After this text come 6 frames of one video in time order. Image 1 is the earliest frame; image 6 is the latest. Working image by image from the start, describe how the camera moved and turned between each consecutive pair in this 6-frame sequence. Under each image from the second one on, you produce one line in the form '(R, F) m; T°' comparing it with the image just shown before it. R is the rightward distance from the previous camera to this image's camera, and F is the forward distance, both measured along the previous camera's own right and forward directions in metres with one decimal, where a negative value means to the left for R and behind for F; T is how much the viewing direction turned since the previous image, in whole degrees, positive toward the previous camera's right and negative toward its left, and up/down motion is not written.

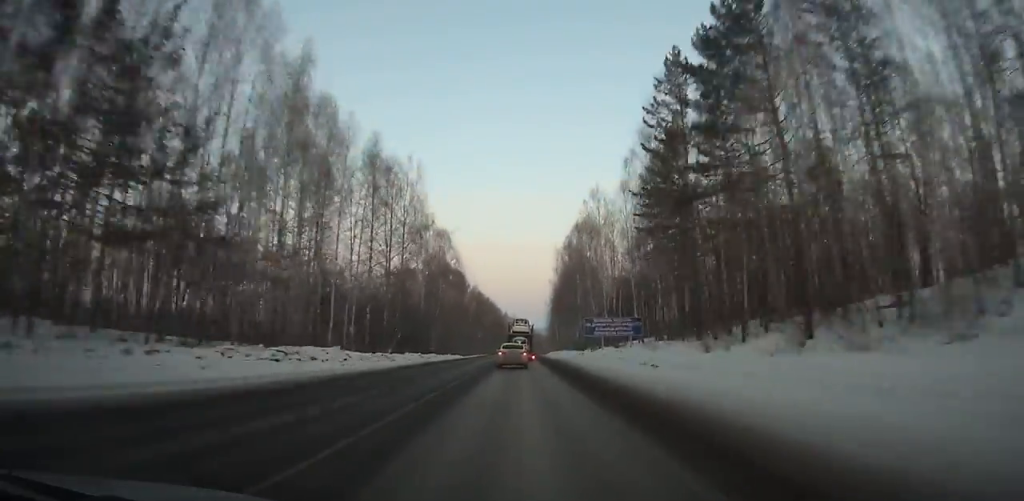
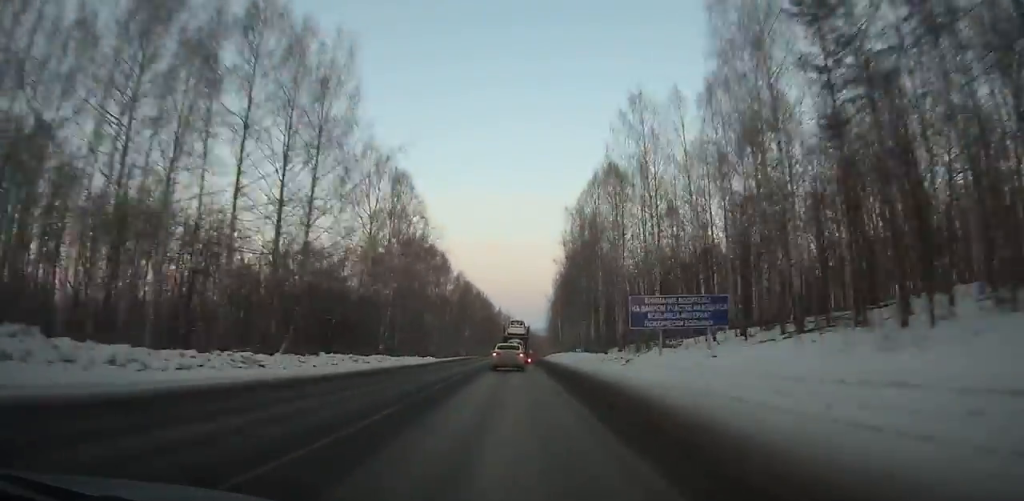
(+0.1, +25.7) m; 0°
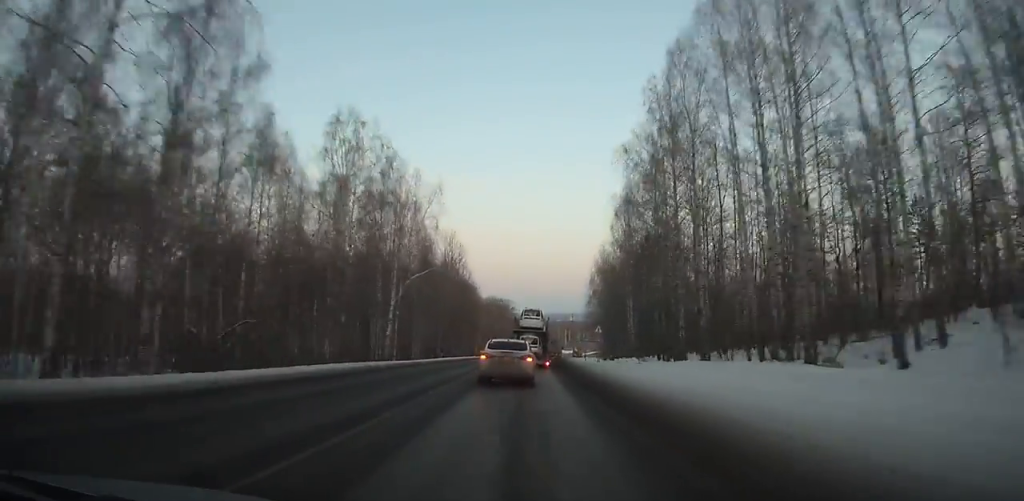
(+12.4, +221.4) m; +8°
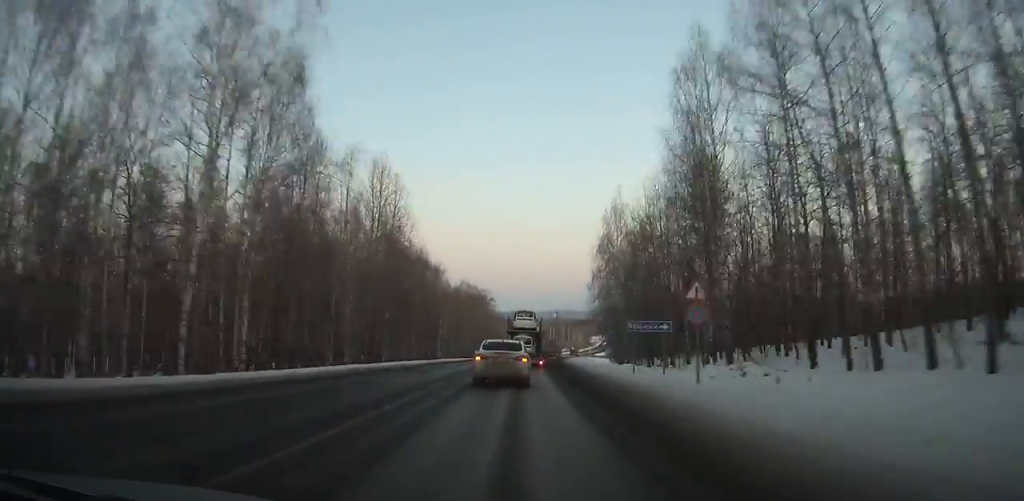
(+0.3, +34.5) m; +1°
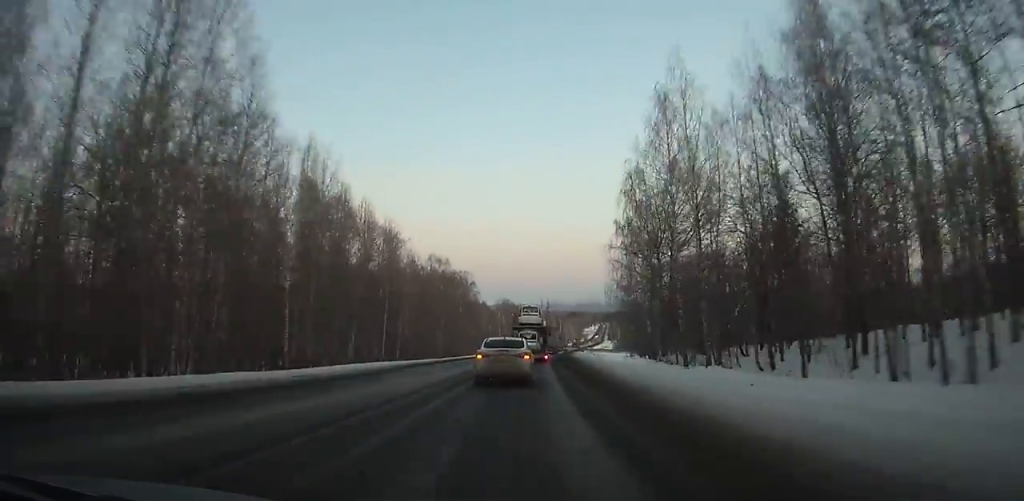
(+0.6, +33.5) m; +2°
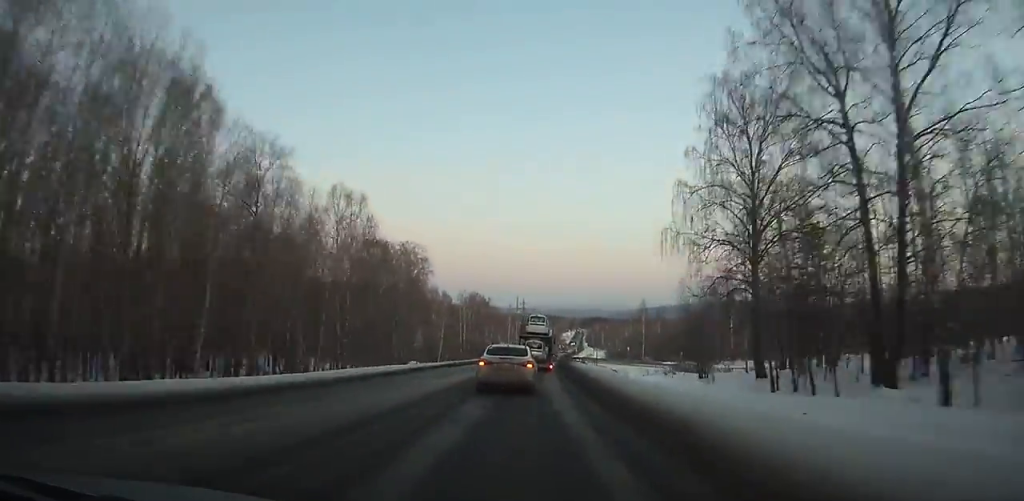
(+1.0, +47.2) m; +3°
